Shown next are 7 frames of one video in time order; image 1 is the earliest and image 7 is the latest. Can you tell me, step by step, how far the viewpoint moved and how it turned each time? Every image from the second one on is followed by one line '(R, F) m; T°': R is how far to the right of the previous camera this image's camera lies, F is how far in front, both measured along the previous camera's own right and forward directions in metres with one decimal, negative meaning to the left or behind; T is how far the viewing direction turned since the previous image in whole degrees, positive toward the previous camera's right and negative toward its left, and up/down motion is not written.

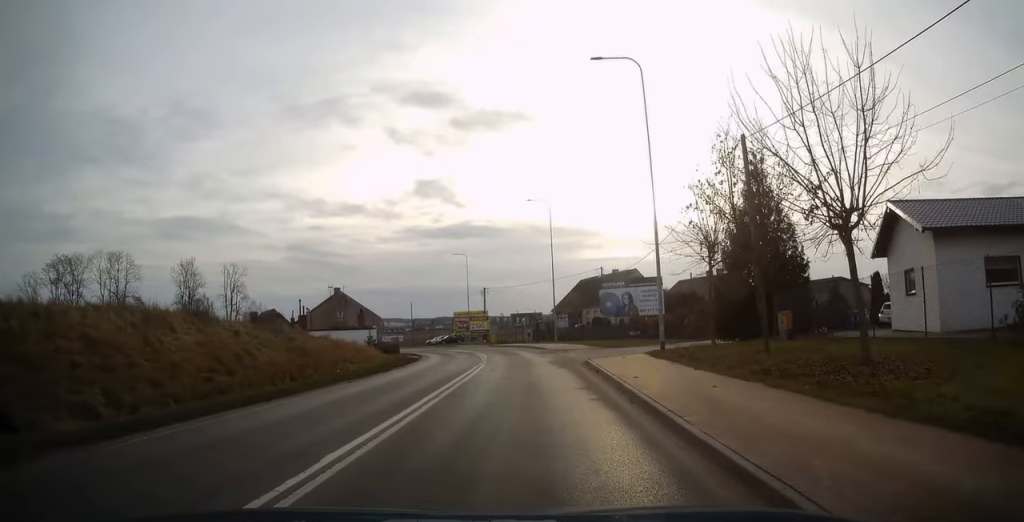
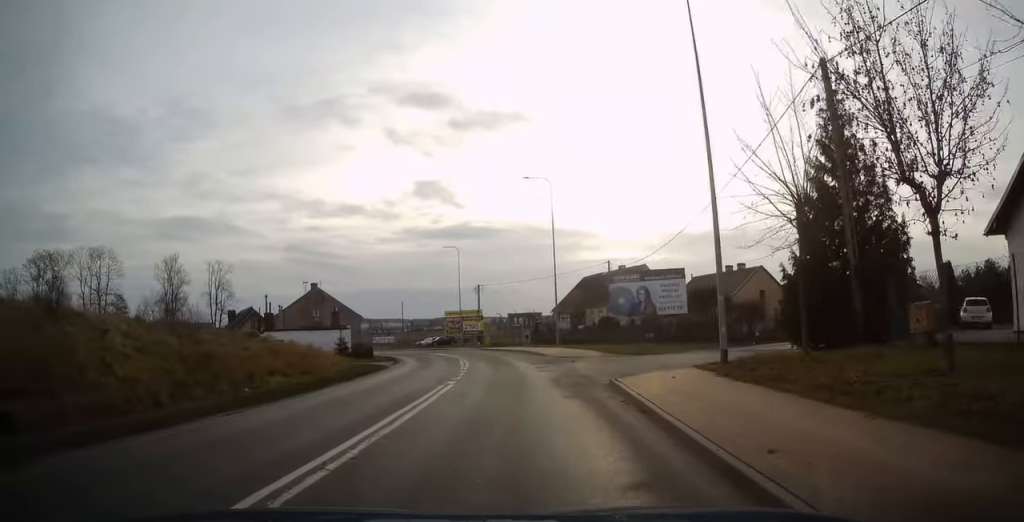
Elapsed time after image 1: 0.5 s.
(+0.1, +8.0) m; +1°
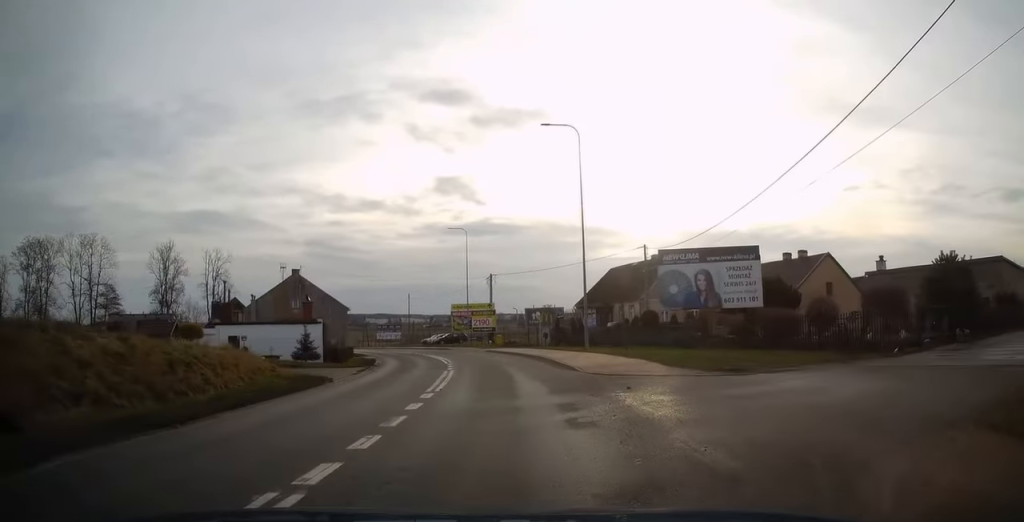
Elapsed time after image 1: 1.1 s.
(+0.1, +11.0) m; 0°
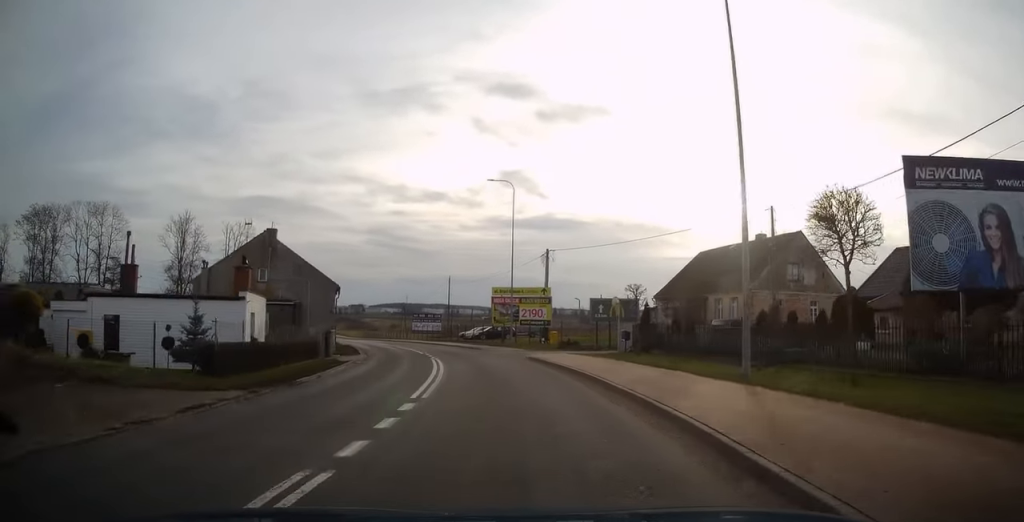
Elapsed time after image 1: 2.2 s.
(-0.1, +17.9) m; -3°
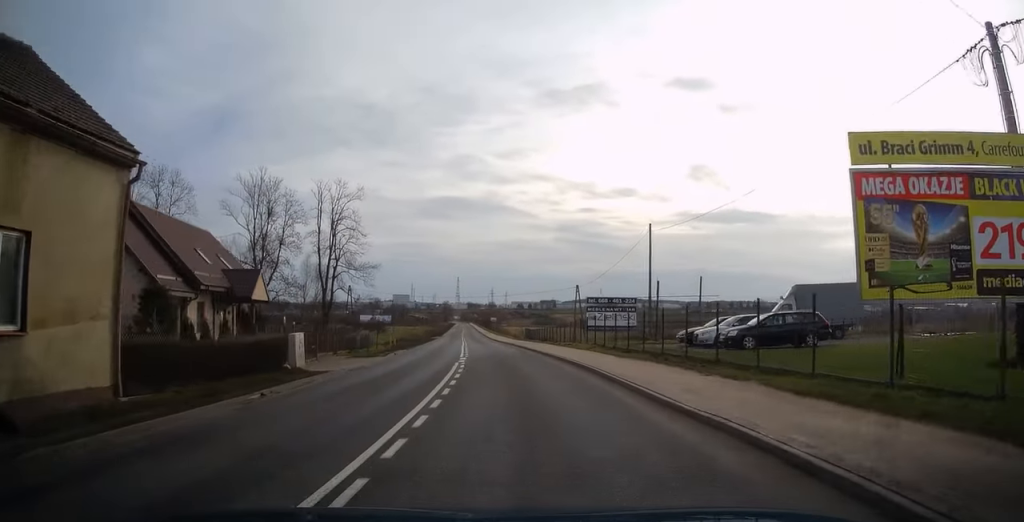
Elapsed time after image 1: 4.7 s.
(-4.3, +40.6) m; -15°
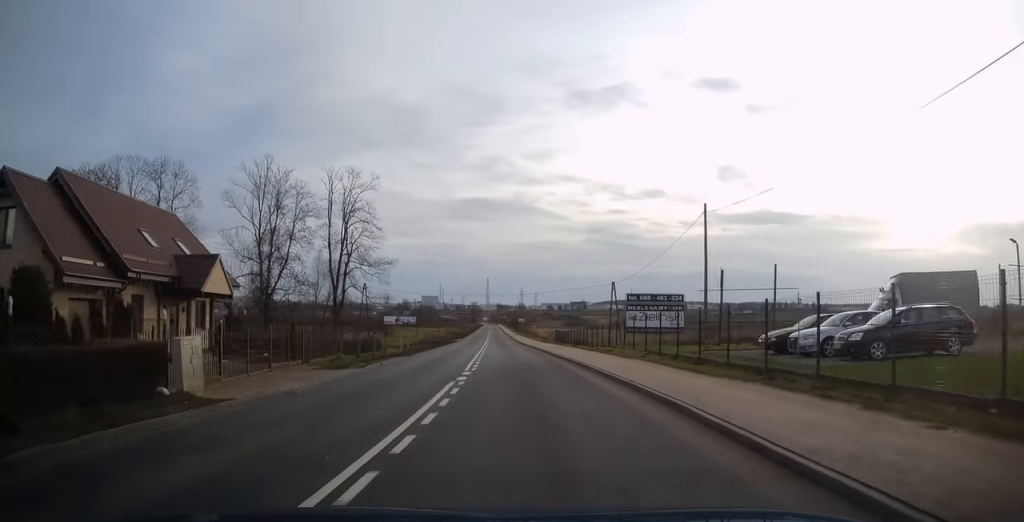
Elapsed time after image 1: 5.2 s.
(-0.2, +7.7) m; -4°
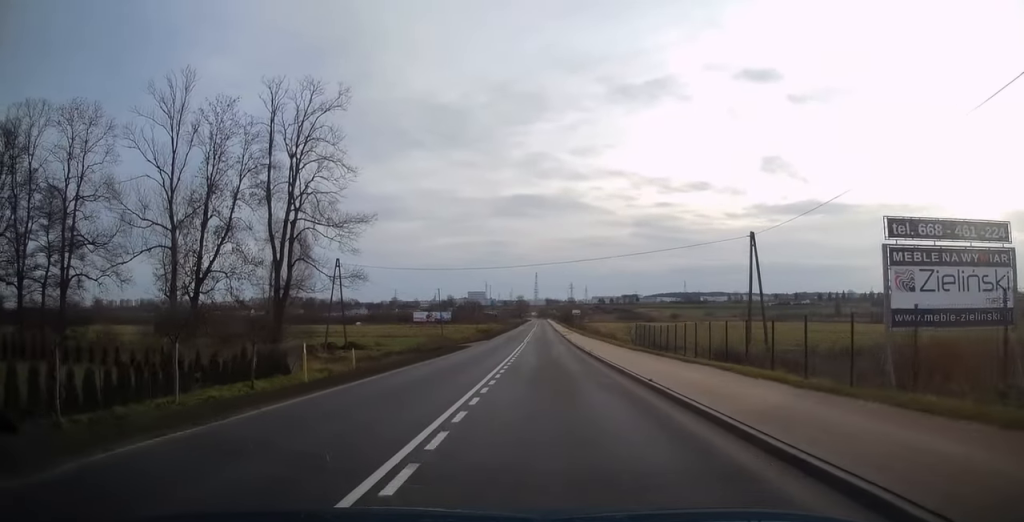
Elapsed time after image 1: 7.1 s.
(-3.7, +32.2) m; -9°
